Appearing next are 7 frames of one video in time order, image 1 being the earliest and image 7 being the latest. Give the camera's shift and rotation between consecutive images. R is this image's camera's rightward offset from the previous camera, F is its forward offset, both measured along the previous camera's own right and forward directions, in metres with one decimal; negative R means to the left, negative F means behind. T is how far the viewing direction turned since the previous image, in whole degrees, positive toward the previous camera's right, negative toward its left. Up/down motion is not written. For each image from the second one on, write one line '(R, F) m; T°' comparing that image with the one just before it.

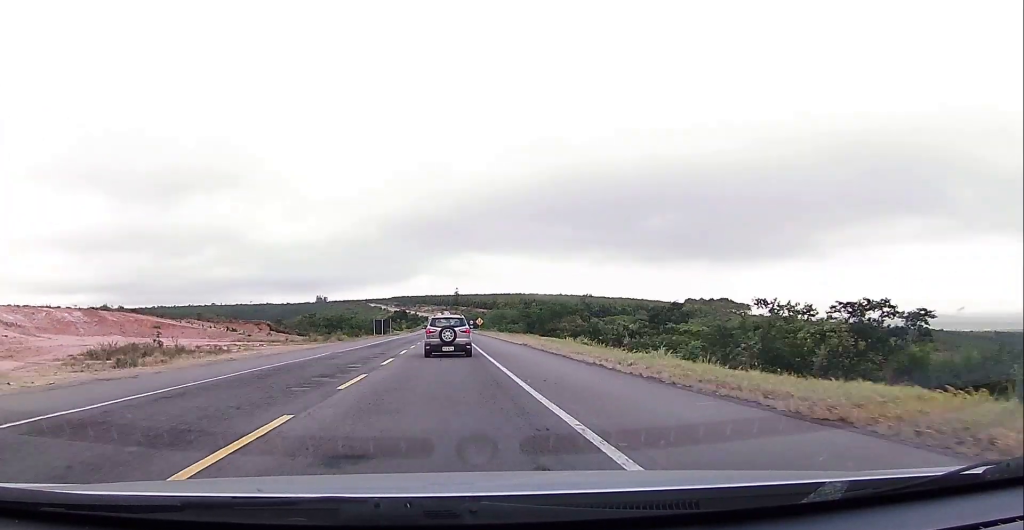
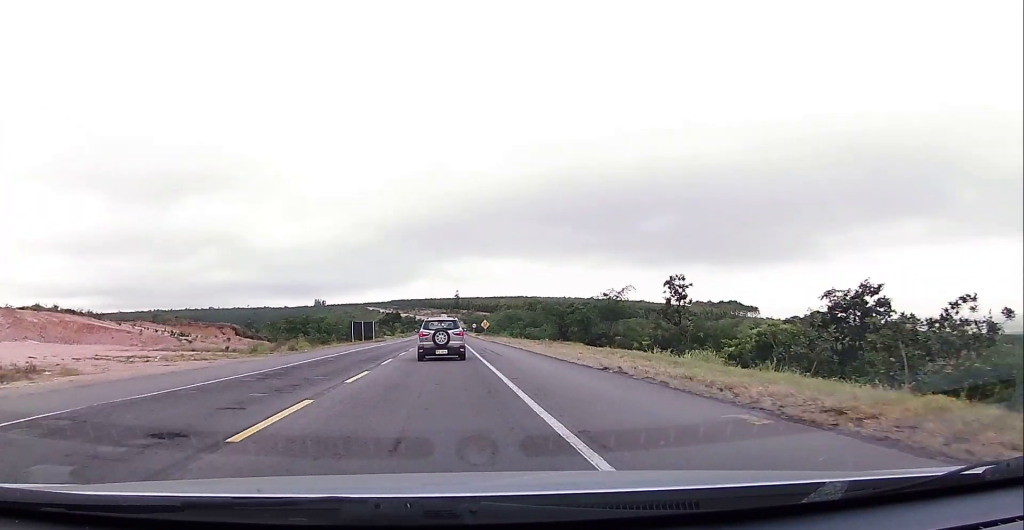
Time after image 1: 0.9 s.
(+0.4, +22.1) m; +1°
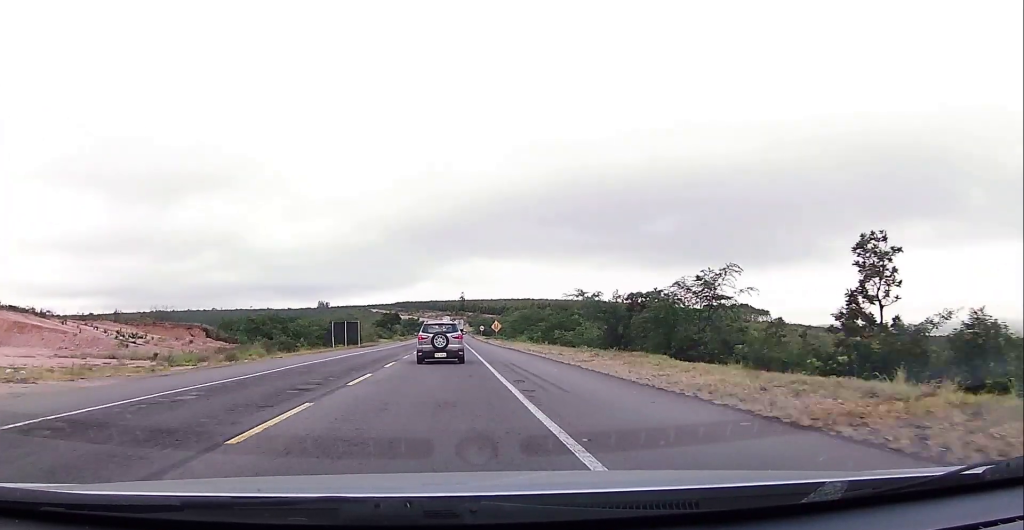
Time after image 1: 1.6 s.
(+0.1, +16.3) m; 0°
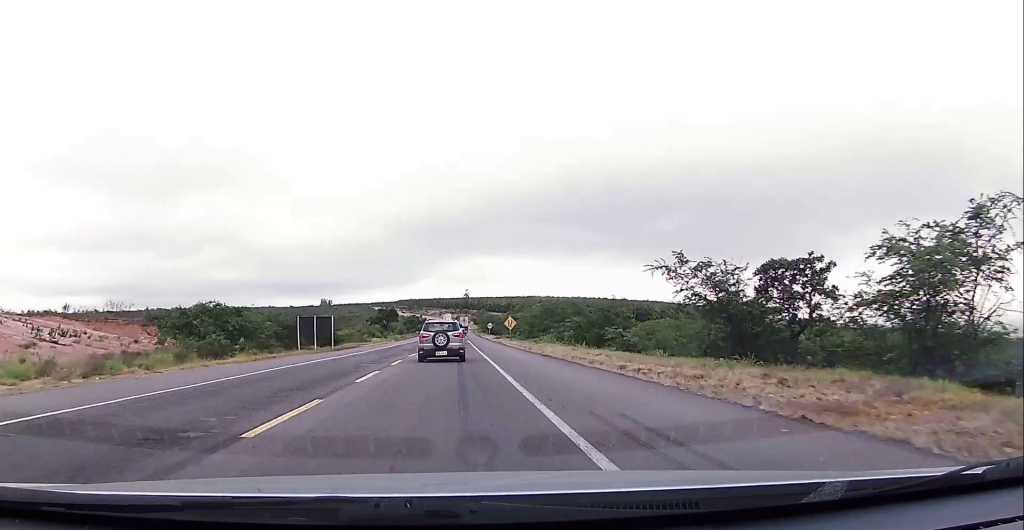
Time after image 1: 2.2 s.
(-0.1, +16.1) m; 0°
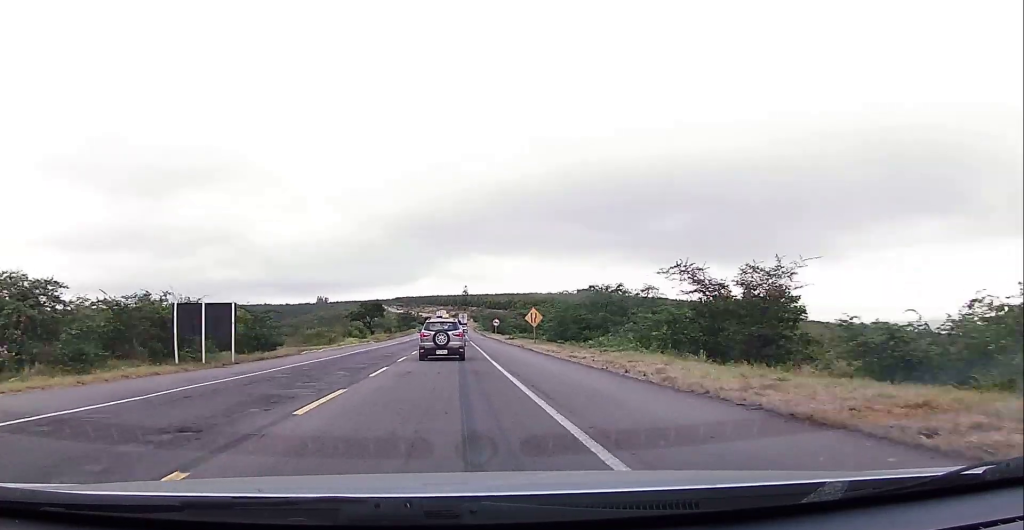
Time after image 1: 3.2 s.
(0.0, +22.3) m; 0°
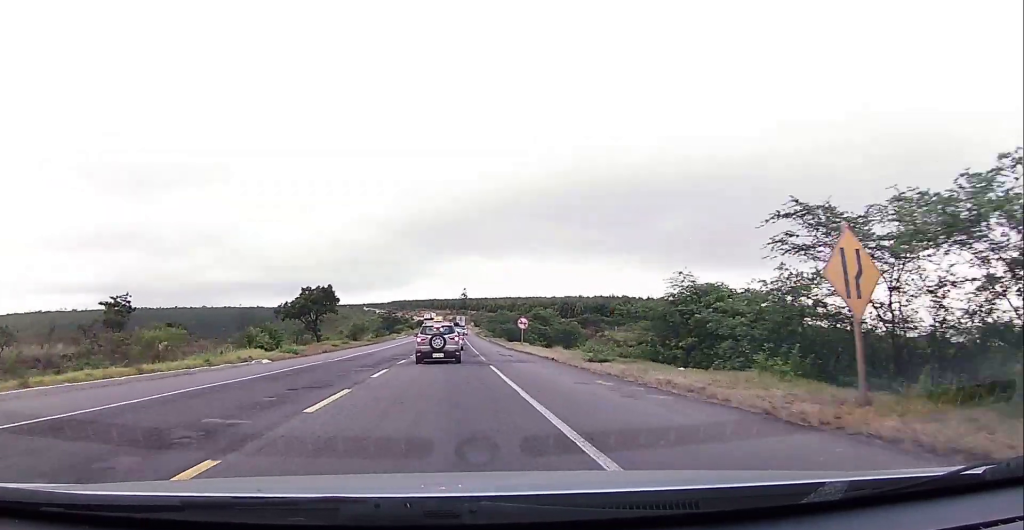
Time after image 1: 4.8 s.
(0.0, +39.6) m; 0°
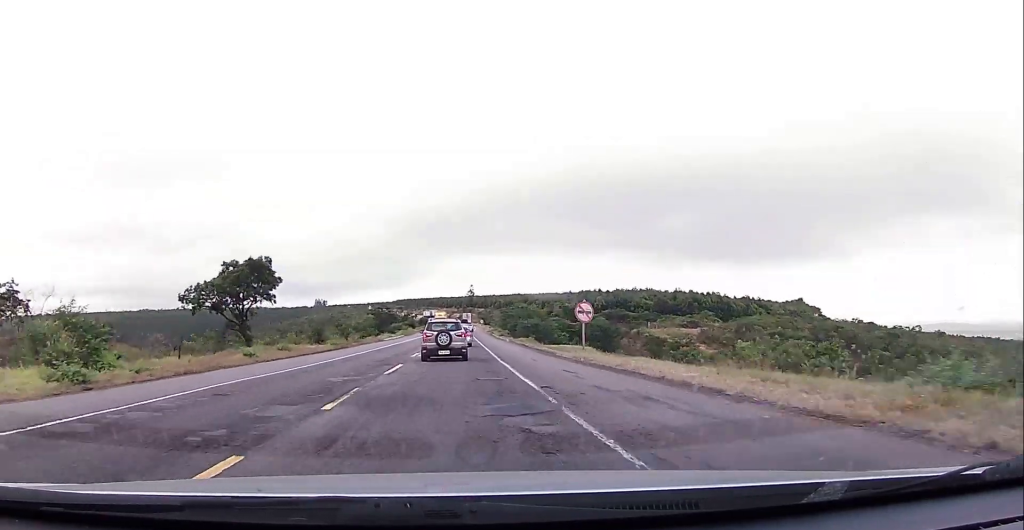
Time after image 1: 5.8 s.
(0.0, +23.9) m; 0°
